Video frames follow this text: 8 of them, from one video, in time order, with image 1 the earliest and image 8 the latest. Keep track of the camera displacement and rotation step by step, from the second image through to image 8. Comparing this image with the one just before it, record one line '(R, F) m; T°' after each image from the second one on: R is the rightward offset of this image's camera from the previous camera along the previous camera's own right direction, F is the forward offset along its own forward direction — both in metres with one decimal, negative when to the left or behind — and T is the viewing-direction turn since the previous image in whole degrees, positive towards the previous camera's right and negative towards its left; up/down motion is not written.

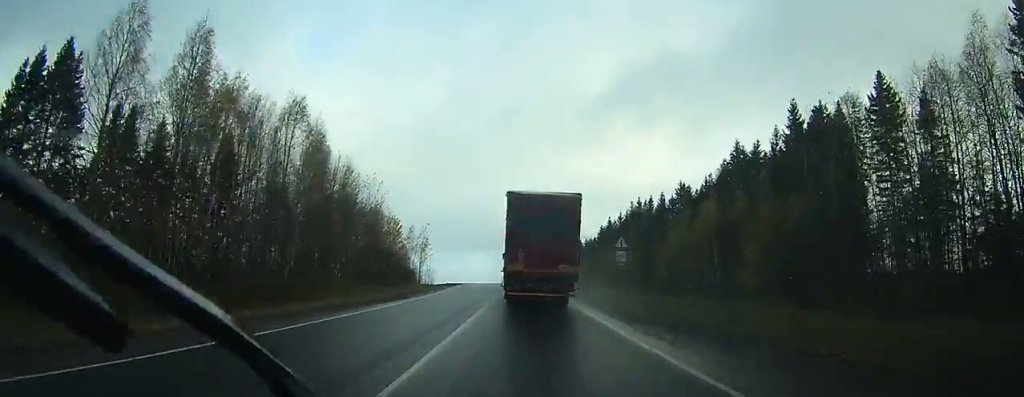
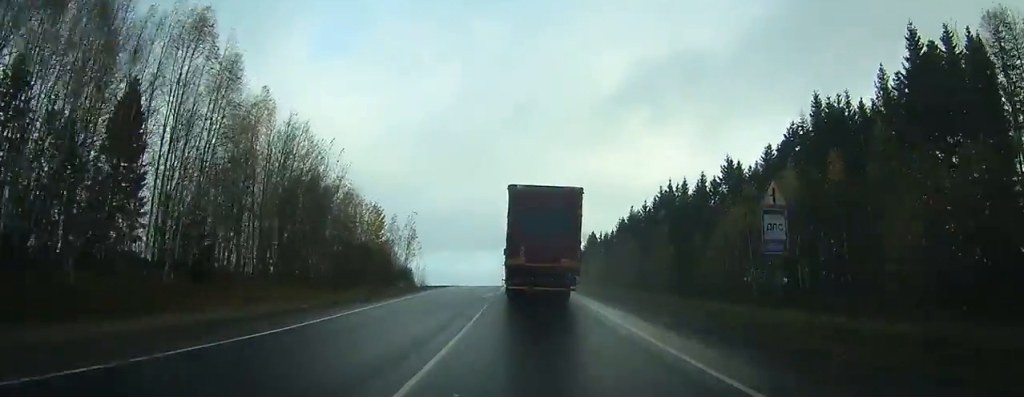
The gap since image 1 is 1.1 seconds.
(-0.1, +20.1) m; -1°
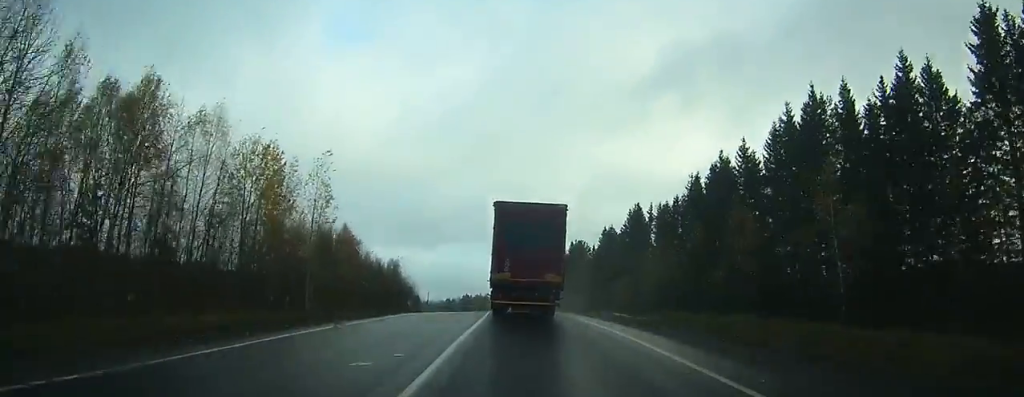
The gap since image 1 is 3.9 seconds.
(-0.5, +47.9) m; -2°
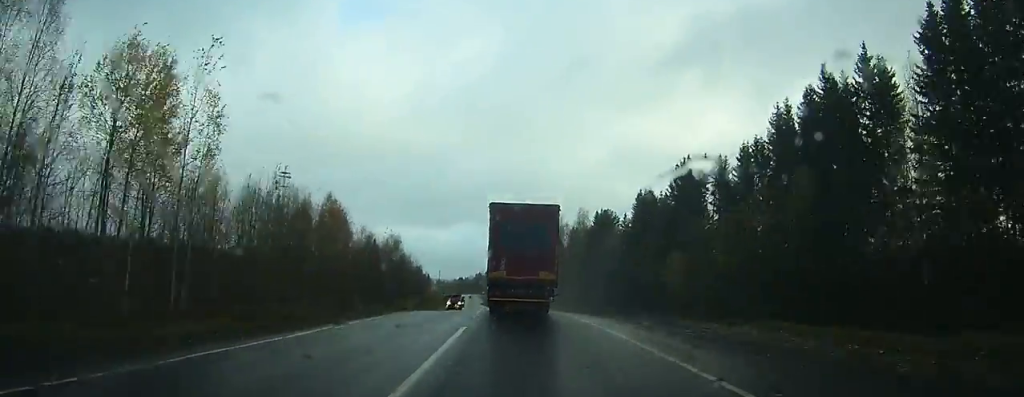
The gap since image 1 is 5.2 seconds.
(0.0, +23.2) m; -1°
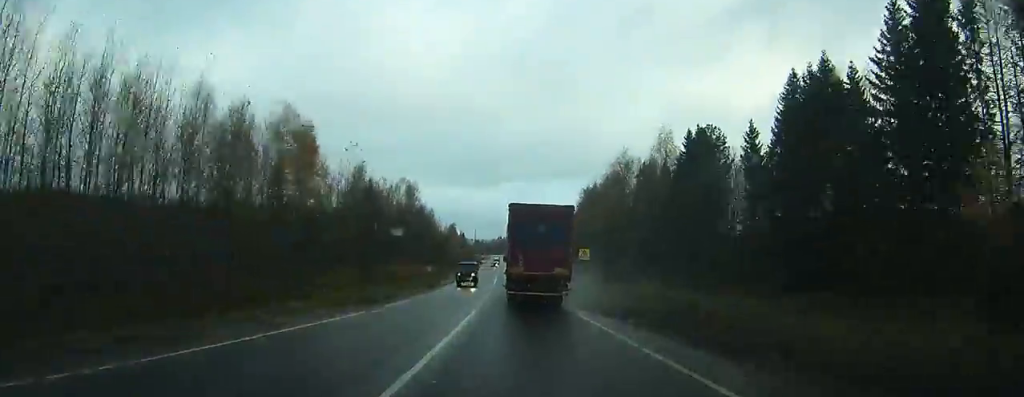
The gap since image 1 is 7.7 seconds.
(-1.4, +43.1) m; -3°
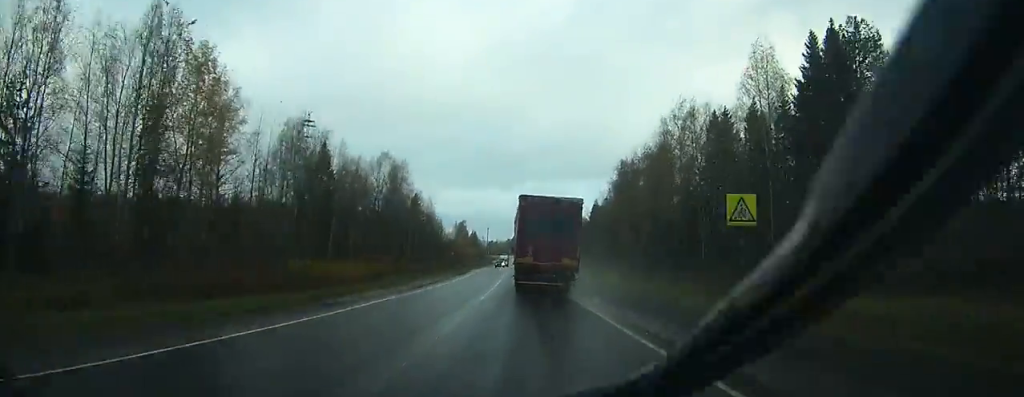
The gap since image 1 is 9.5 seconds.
(-0.6, +33.1) m; -2°
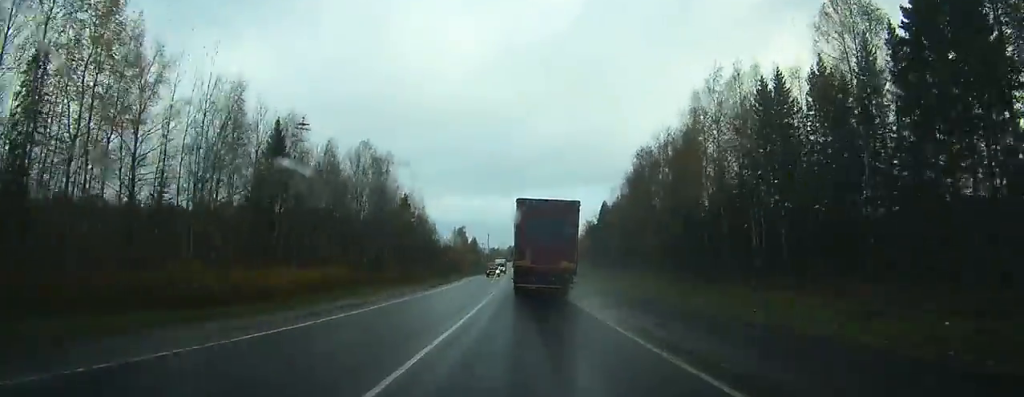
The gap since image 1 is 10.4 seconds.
(-0.1, +15.6) m; 0°
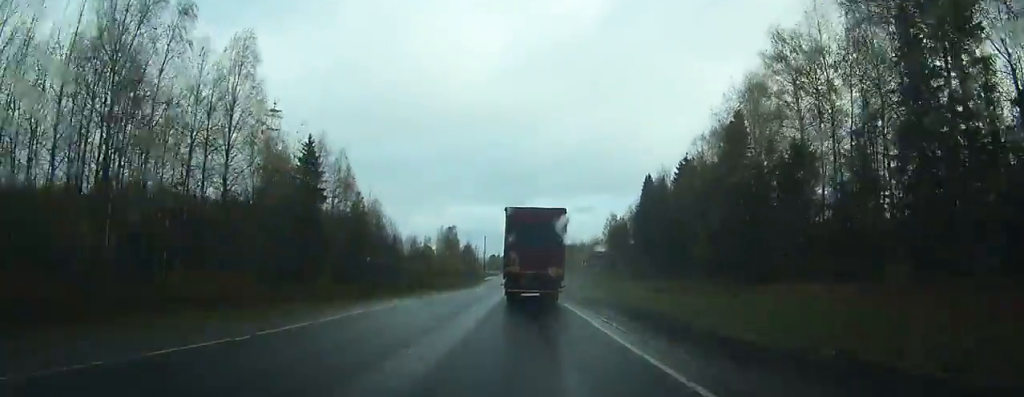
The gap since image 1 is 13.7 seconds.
(-0.6, +60.8) m; -1°
